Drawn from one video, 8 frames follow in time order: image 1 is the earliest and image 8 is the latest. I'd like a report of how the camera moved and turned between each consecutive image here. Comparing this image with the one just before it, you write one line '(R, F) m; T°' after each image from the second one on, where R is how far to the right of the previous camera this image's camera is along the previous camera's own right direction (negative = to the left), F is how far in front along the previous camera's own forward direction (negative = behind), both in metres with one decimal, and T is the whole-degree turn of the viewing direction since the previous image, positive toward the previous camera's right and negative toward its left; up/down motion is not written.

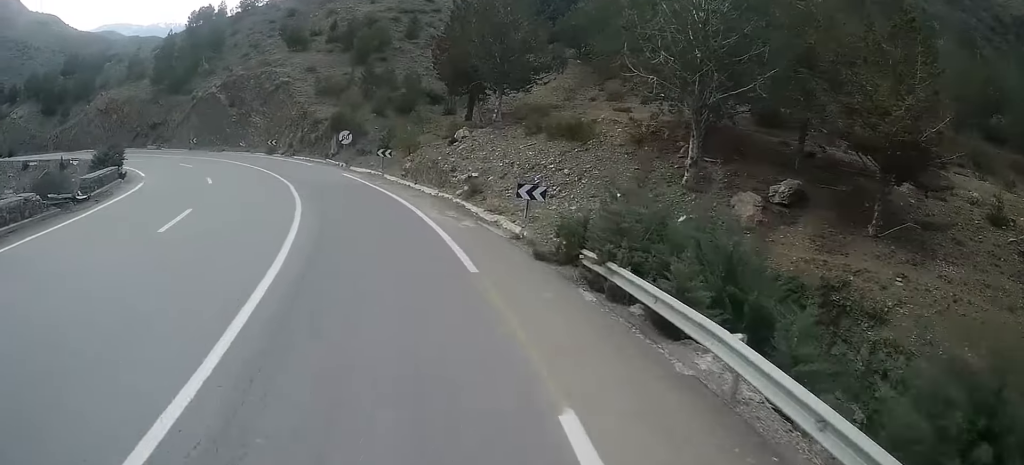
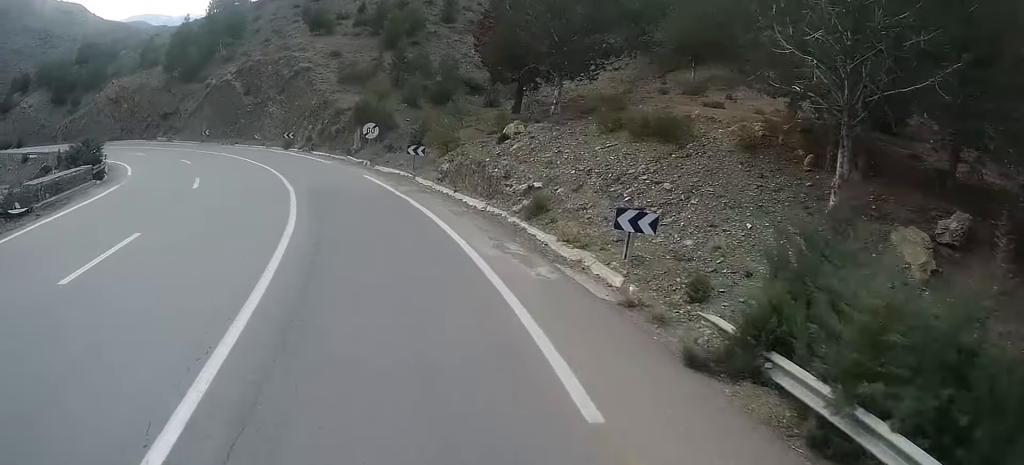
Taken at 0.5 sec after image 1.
(-0.2, +5.6) m; -2°
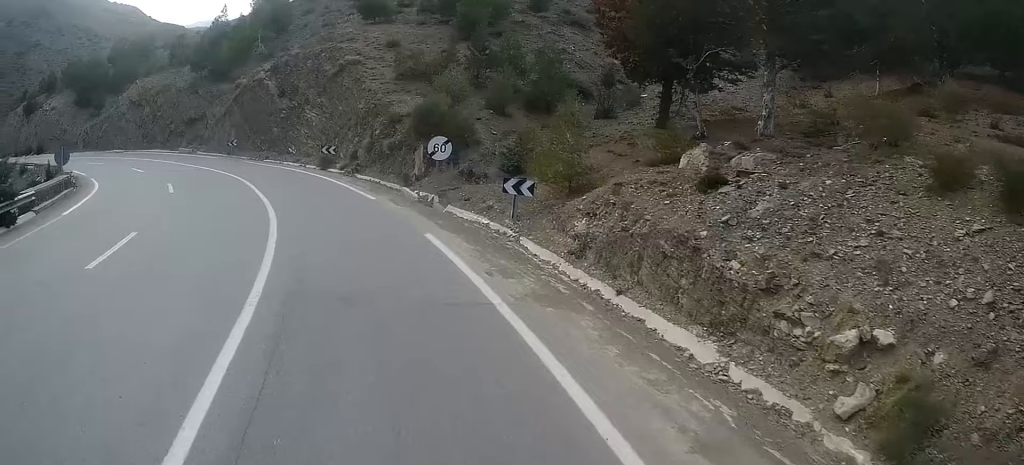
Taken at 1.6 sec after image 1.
(-0.1, +11.2) m; -6°
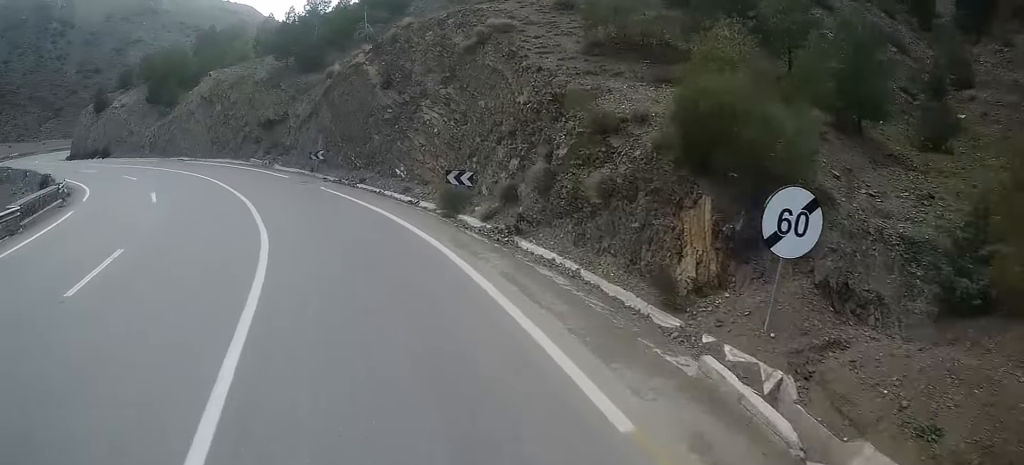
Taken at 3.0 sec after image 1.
(-2.1, +14.9) m; -15°
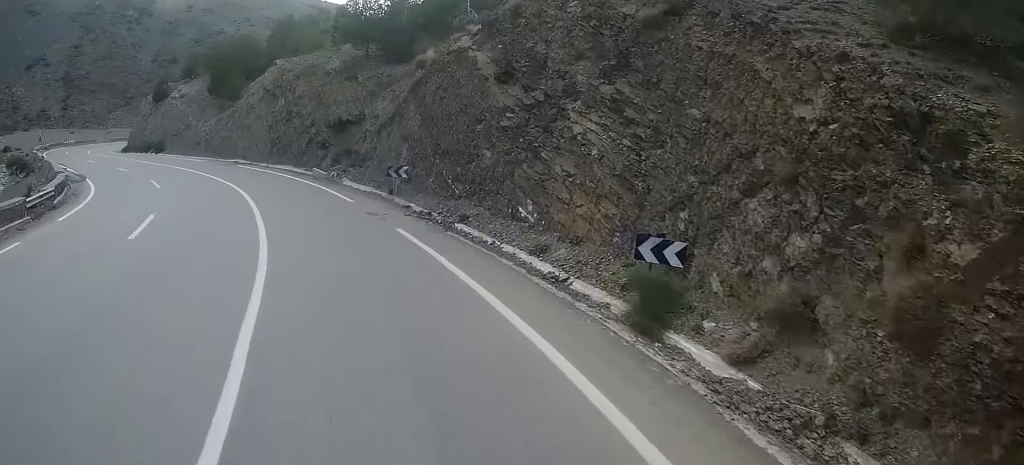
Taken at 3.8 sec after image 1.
(-0.6, +8.9) m; -10°
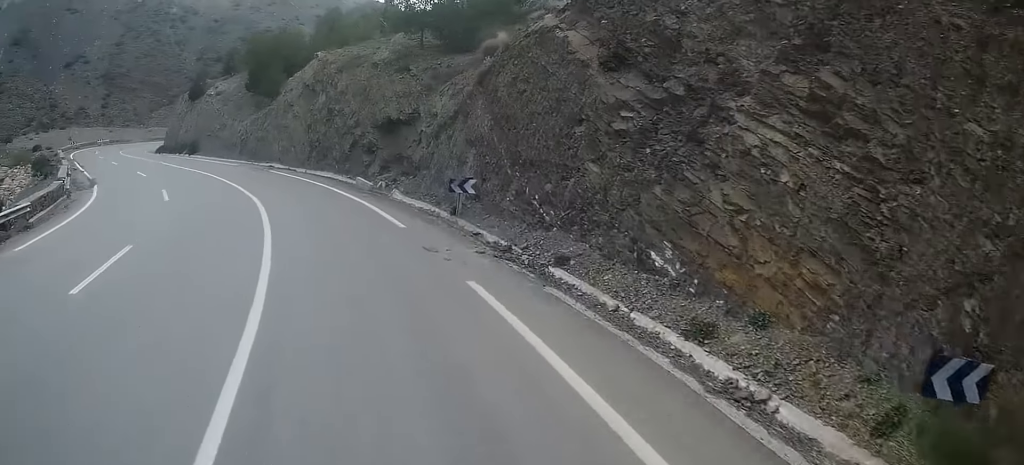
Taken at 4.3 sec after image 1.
(-0.6, +5.1) m; -5°
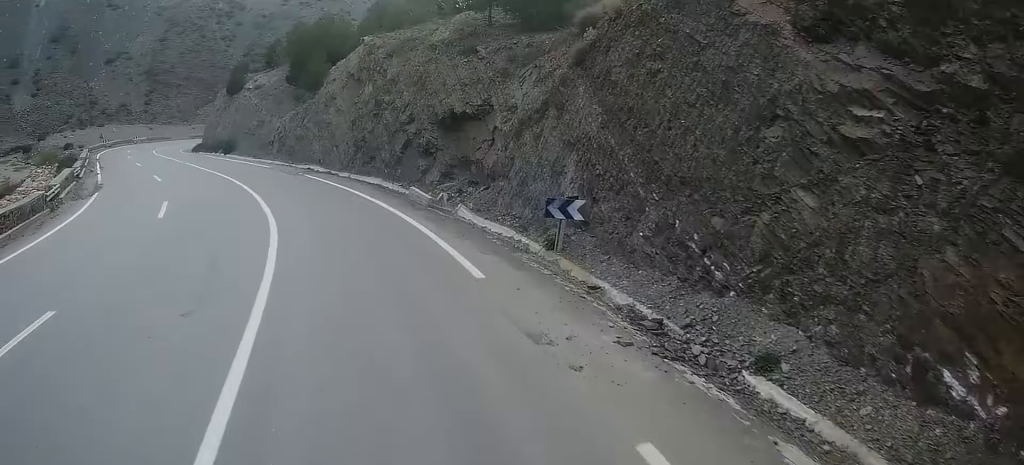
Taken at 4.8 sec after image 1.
(-0.3, +5.6) m; -4°
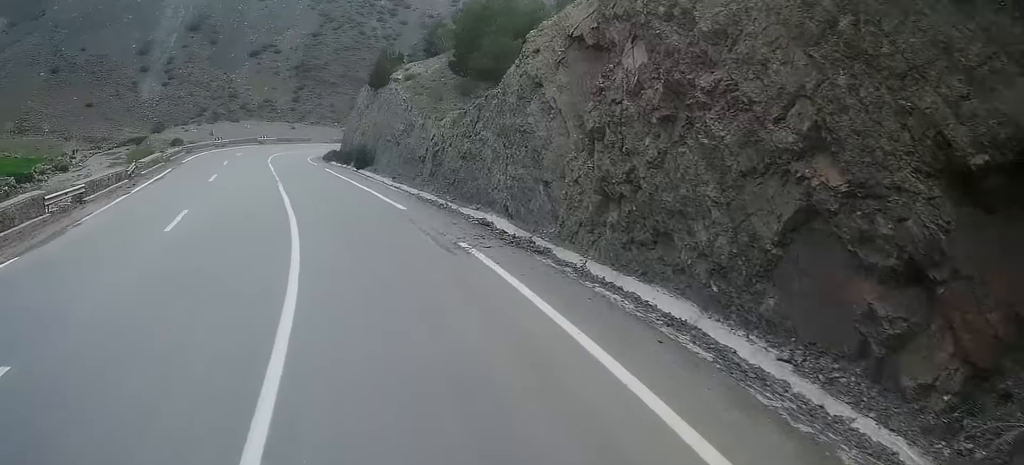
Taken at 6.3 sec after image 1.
(-0.9, +16.2) m; -7°
